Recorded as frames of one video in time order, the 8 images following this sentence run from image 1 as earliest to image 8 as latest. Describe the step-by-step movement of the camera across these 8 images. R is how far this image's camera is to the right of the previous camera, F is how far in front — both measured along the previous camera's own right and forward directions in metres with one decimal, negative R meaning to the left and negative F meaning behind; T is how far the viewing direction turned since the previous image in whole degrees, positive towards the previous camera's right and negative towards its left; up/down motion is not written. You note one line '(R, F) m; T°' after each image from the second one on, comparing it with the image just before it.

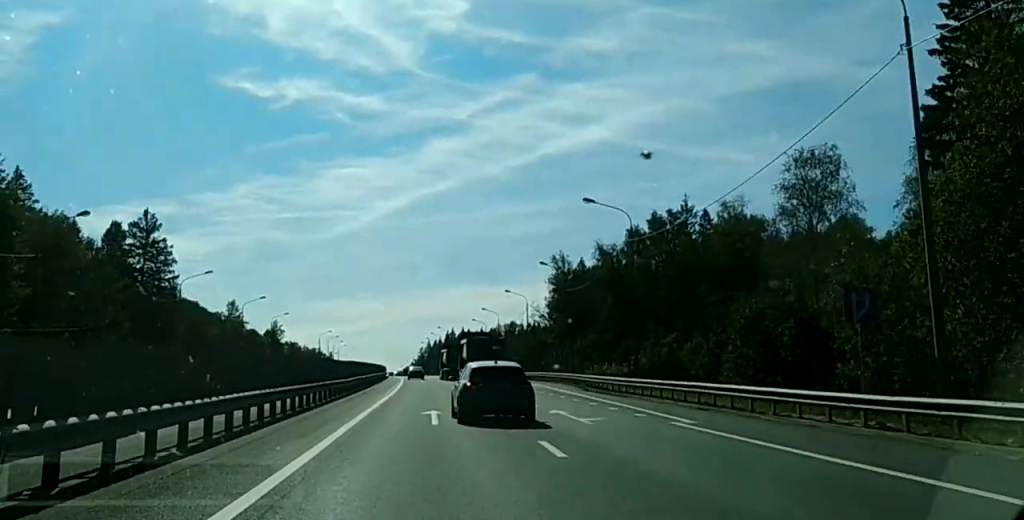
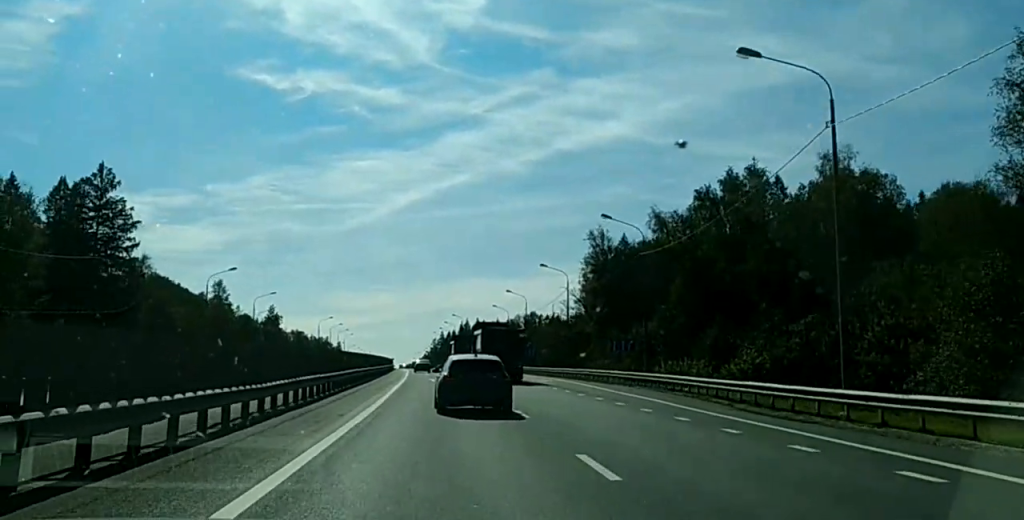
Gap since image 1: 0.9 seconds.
(-0.1, +30.7) m; -1°
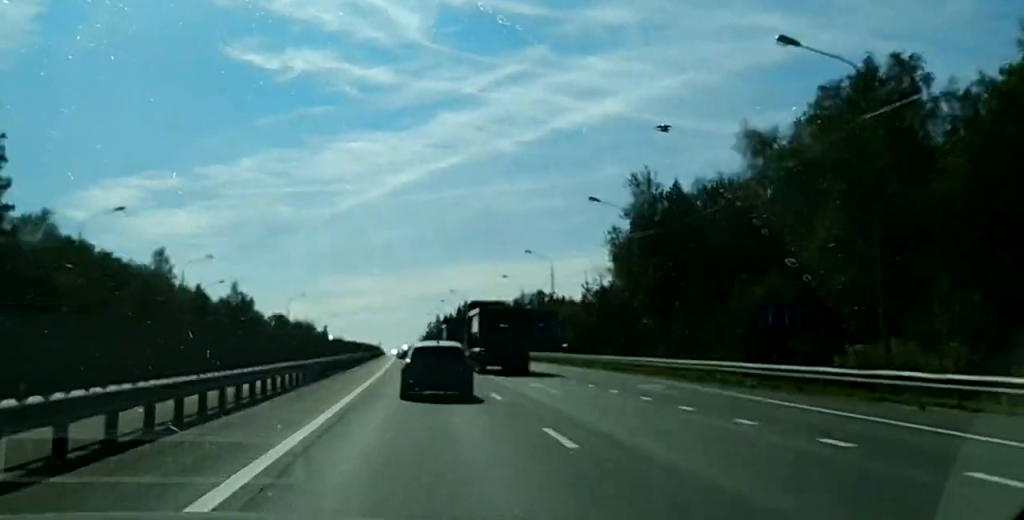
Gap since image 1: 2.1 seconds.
(-0.6, +41.6) m; -1°
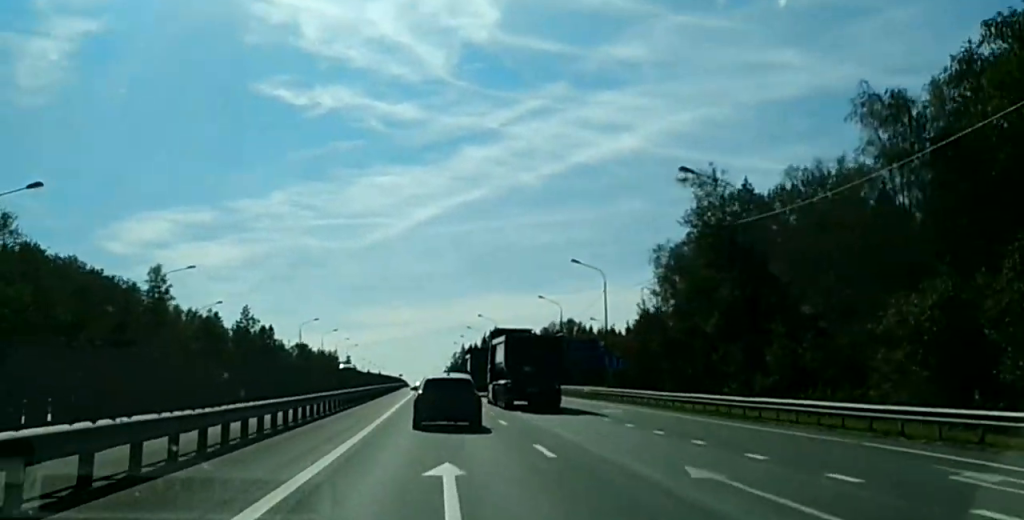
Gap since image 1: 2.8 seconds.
(-0.2, +24.3) m; -1°
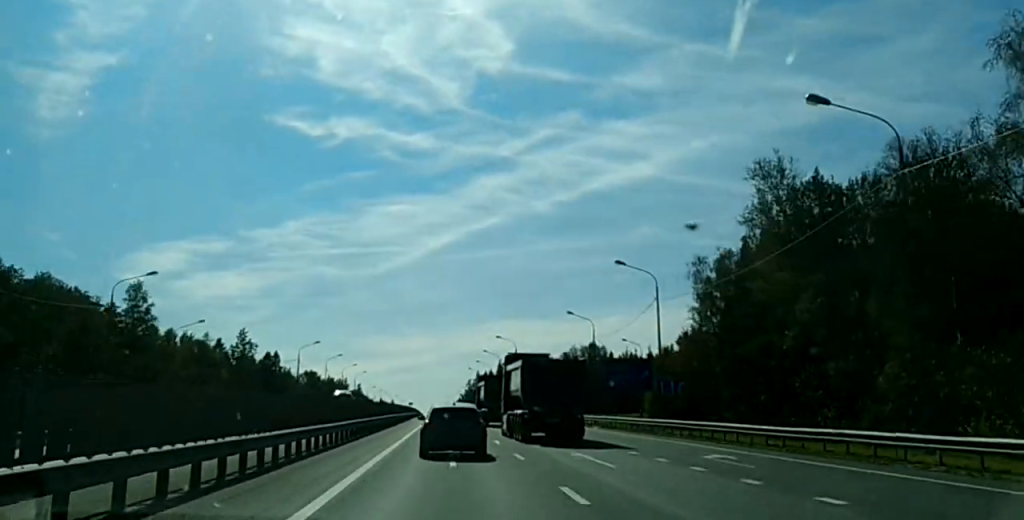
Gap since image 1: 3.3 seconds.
(+0.1, +17.5) m; 0°
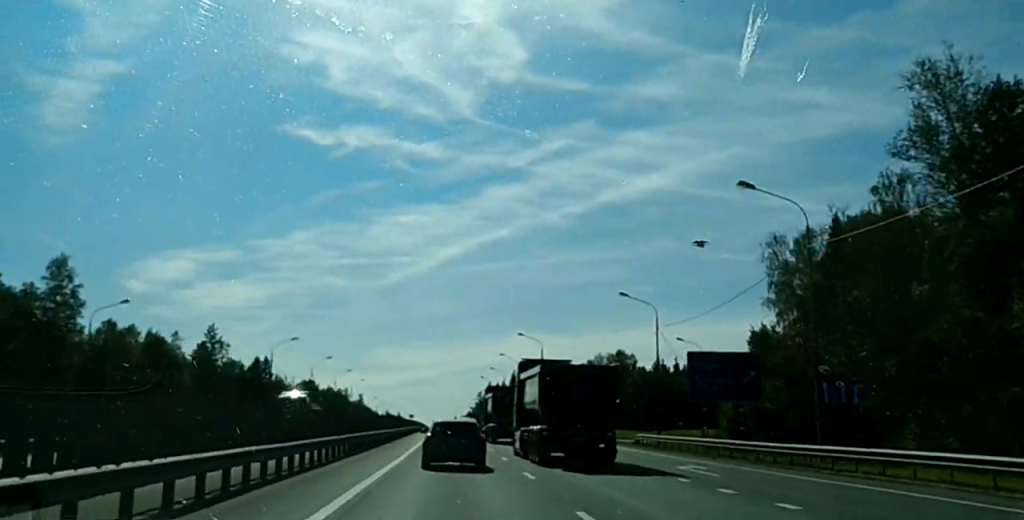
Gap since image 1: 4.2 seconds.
(-0.1, +28.1) m; 0°
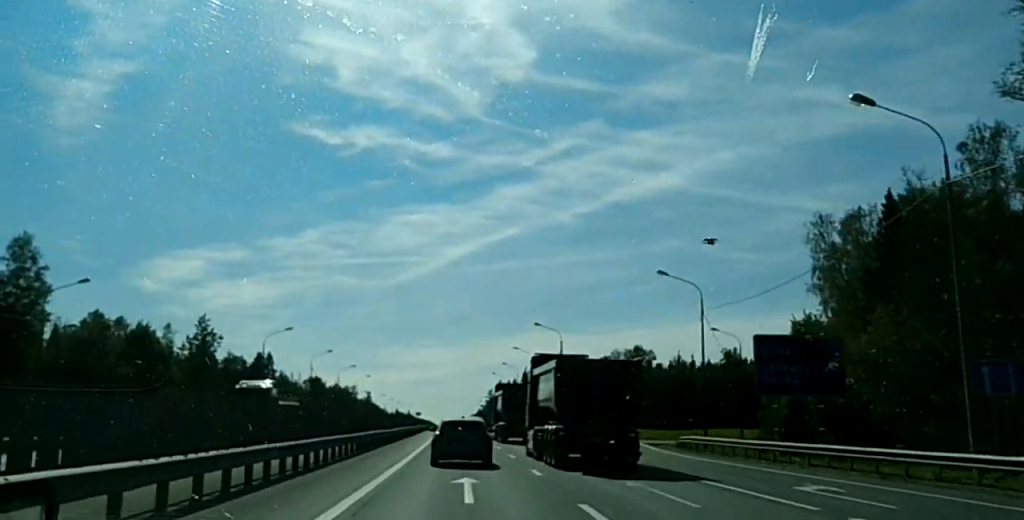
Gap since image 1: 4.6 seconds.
(-0.1, +11.6) m; 0°
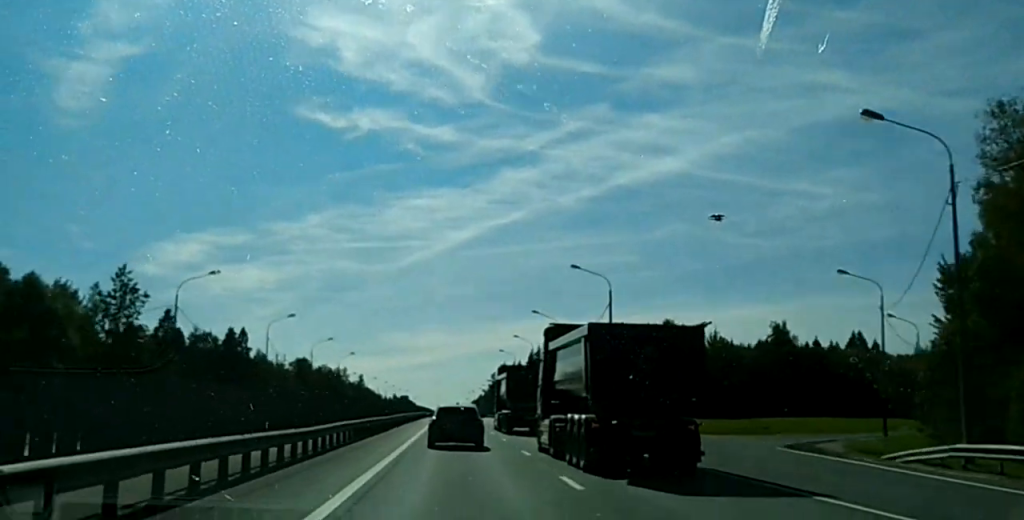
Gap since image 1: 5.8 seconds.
(+0.3, +30.6) m; +1°
